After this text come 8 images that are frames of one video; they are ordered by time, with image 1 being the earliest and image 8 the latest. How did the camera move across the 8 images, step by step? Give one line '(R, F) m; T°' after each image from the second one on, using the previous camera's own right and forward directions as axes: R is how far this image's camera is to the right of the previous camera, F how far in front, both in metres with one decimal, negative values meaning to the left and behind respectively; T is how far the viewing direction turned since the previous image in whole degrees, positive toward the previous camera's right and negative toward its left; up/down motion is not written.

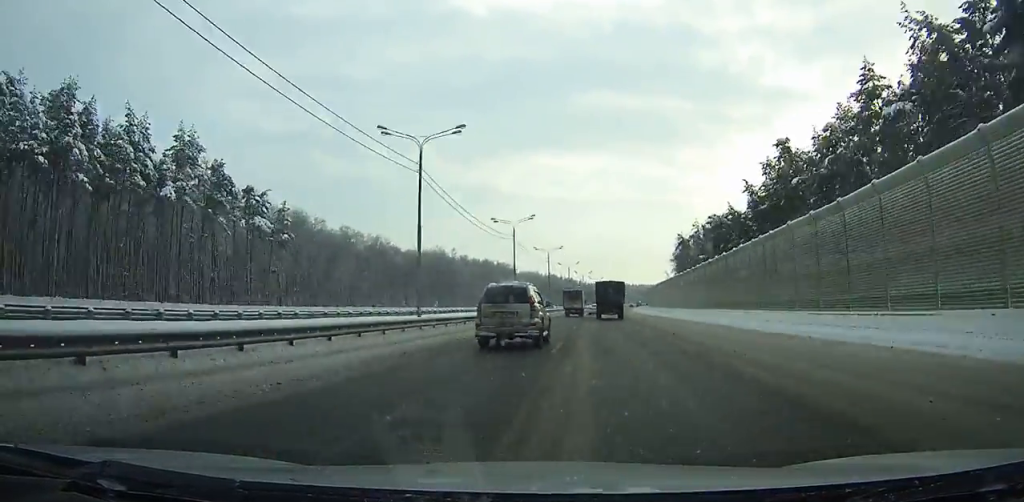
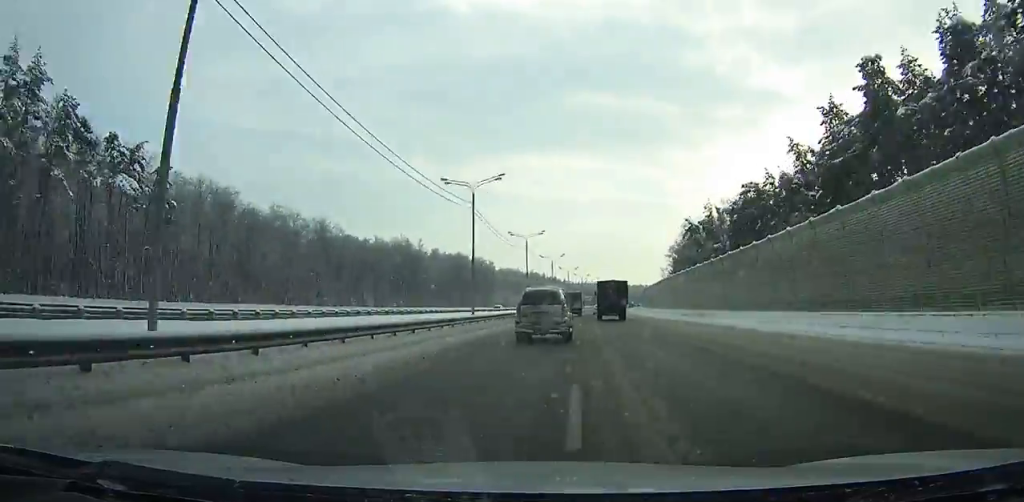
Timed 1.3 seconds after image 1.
(+0.5, +27.1) m; +1°
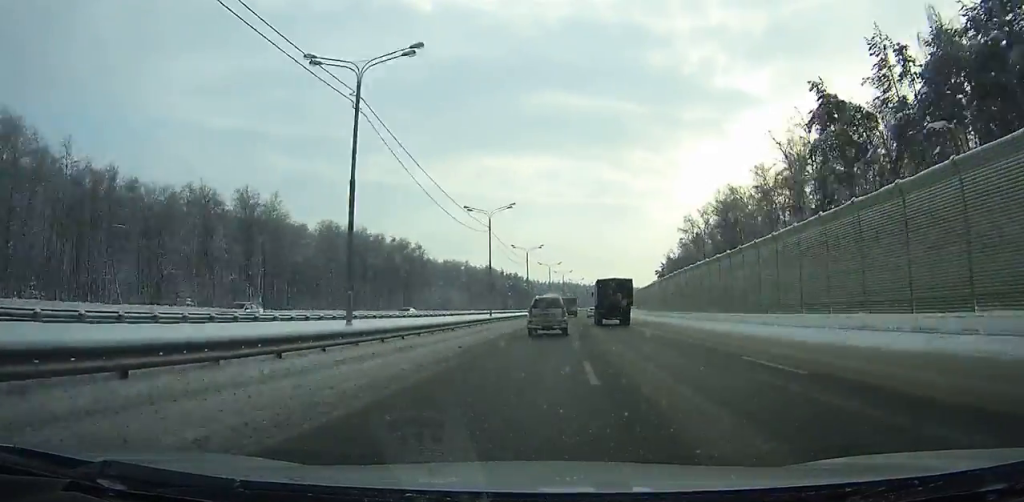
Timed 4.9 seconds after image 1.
(+1.9, +76.6) m; +3°
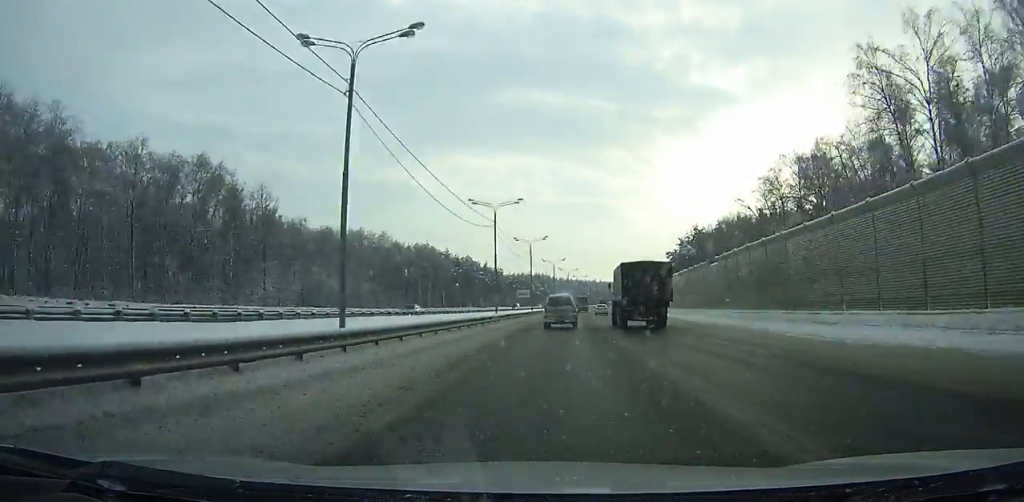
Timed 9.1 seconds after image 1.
(+1.7, +92.1) m; +3°
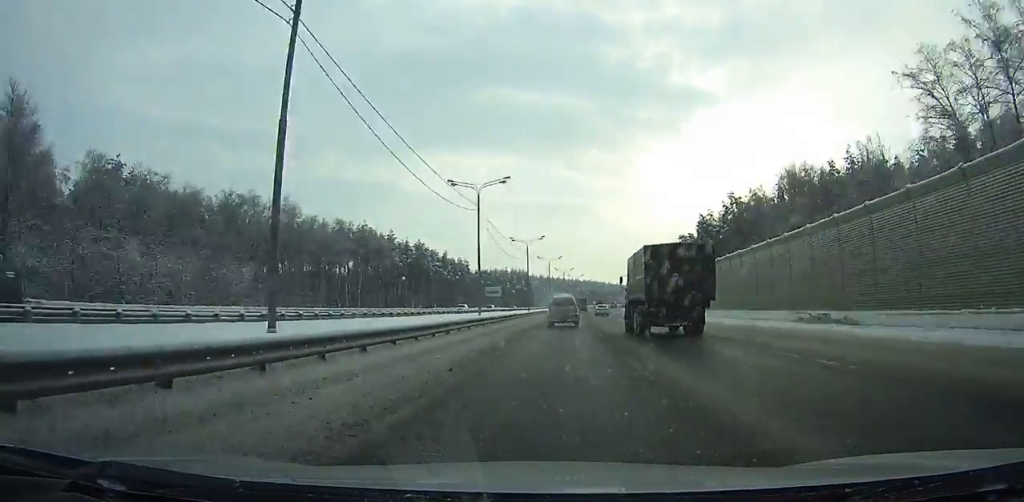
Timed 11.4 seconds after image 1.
(+1.1, +51.6) m; +2°
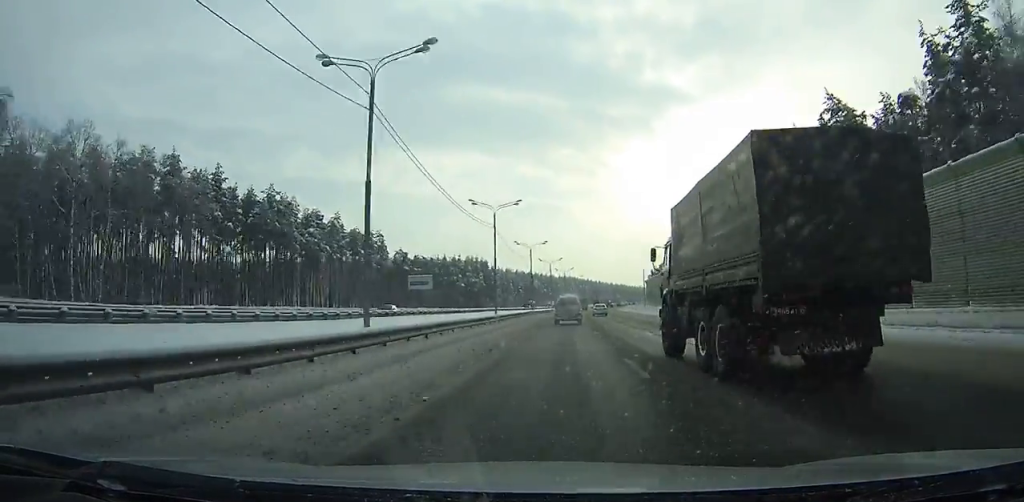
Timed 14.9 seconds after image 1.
(+1.3, +78.5) m; +2°
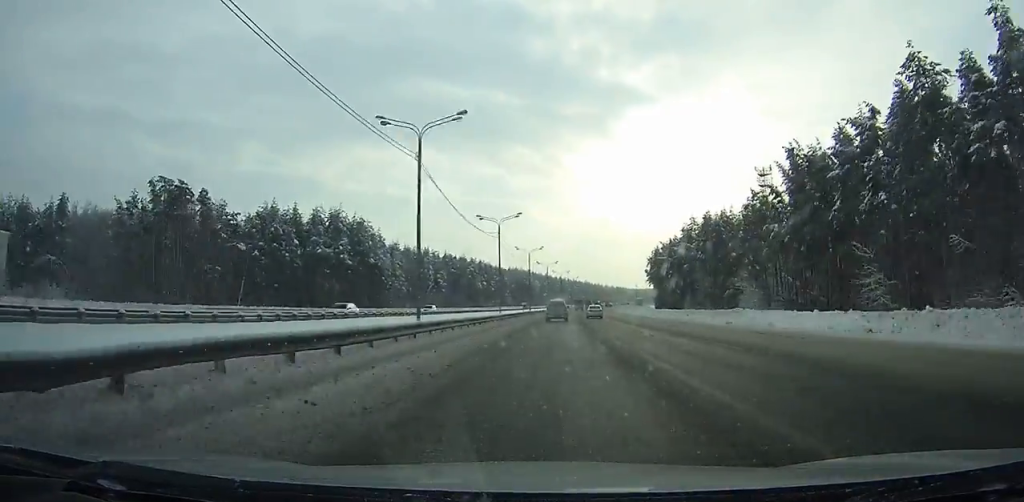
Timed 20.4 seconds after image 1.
(+4.8, +122.0) m; +5°
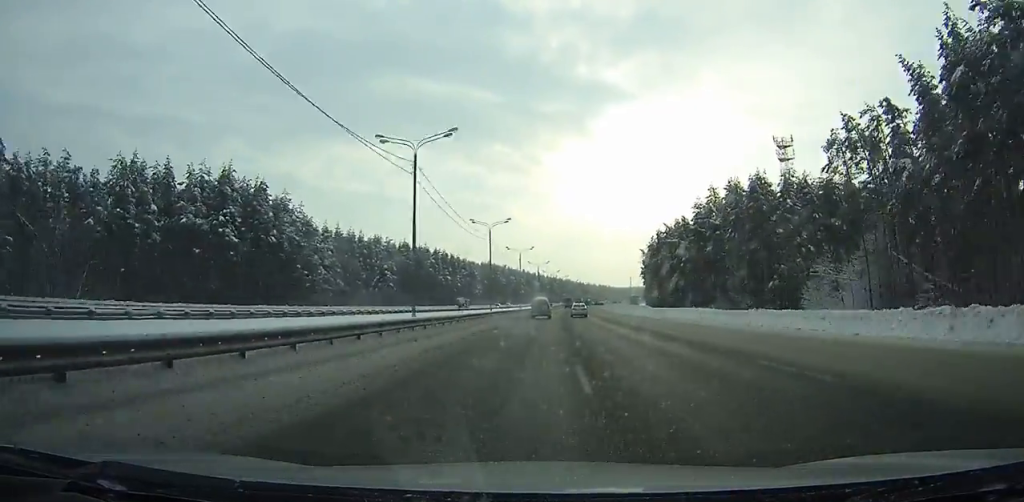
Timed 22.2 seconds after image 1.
(+0.6, +39.2) m; +1°
